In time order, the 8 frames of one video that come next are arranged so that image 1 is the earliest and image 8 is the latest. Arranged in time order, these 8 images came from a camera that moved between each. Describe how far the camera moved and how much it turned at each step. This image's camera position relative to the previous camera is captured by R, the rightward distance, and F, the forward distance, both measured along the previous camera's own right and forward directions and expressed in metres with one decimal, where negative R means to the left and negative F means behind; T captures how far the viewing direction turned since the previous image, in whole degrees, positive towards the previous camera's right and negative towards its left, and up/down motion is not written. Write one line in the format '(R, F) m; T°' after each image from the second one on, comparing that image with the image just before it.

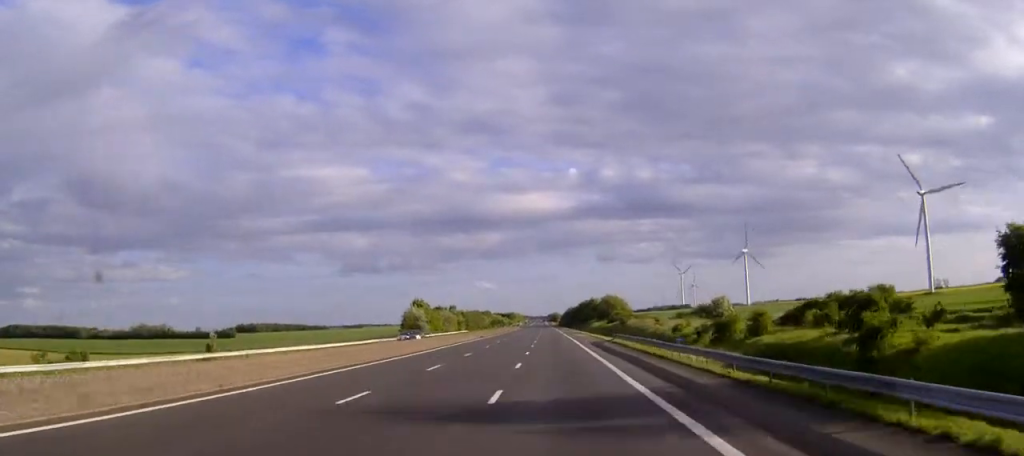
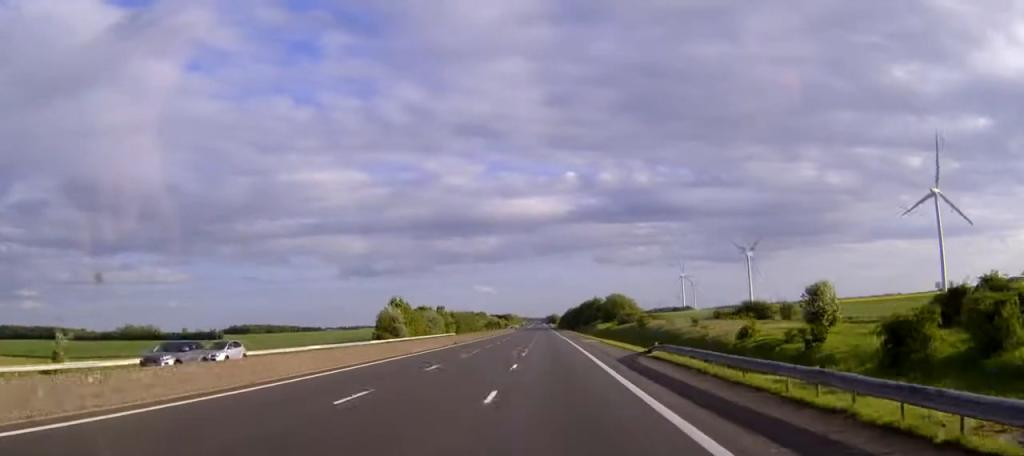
(0.0, +25.8) m; 0°
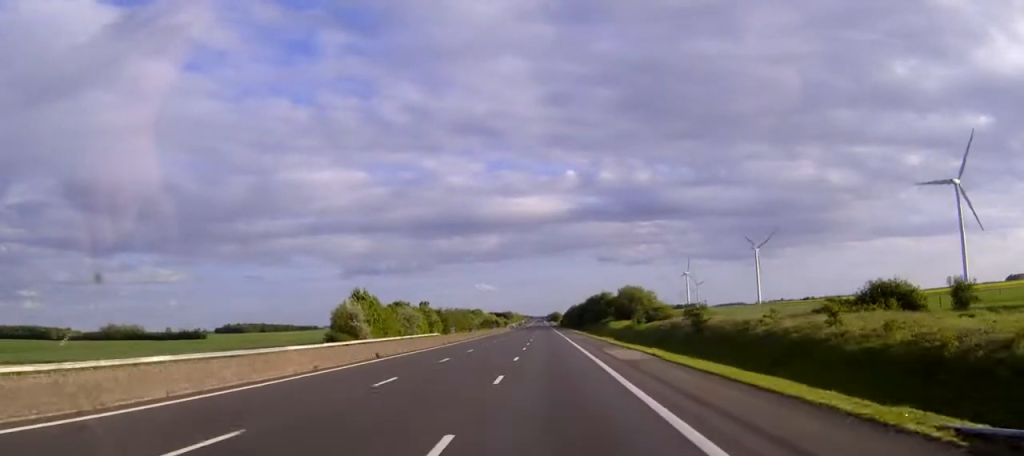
(0.0, +34.4) m; 0°
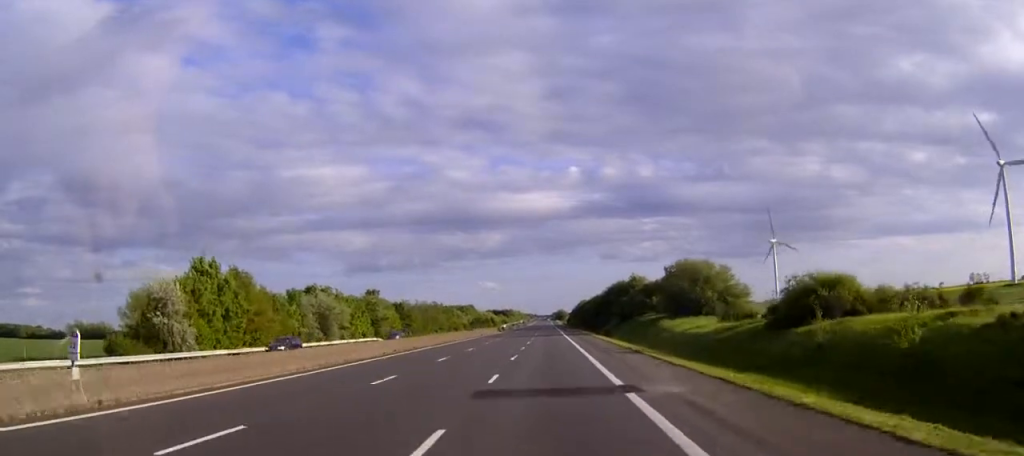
(-0.2, +65.1) m; 0°
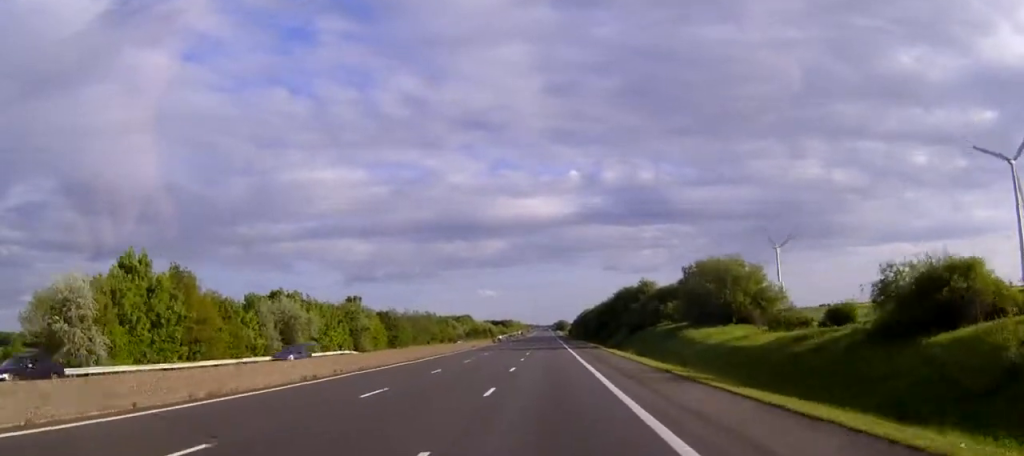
(0.0, +14.4) m; 0°
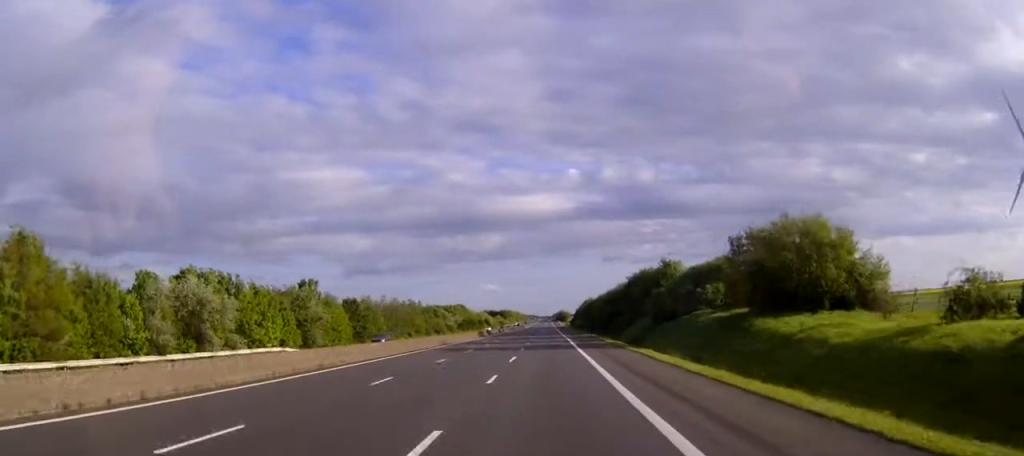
(0.0, +24.9) m; 0°
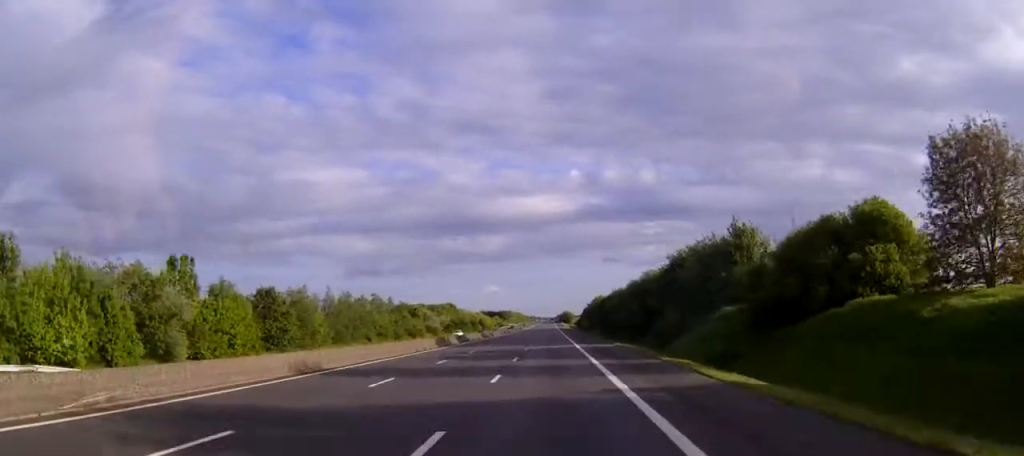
(0.0, +39.3) m; 0°
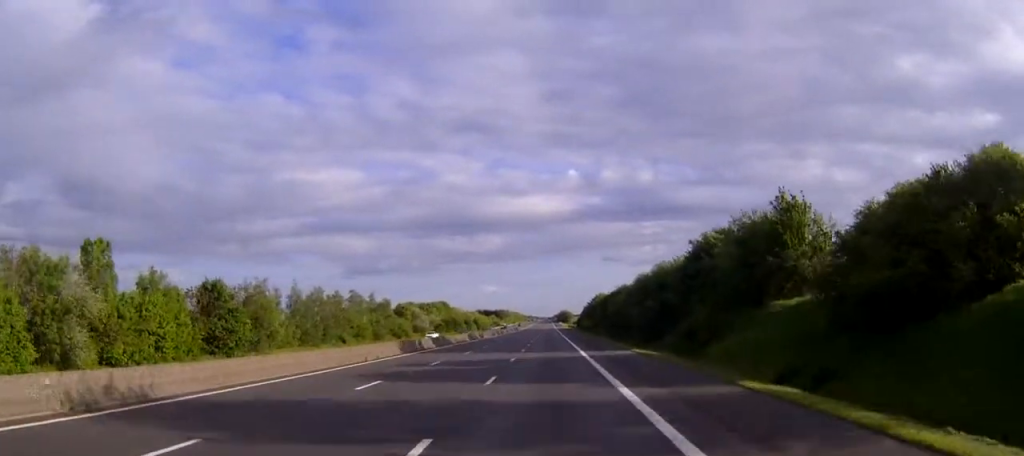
(0.0, +14.4) m; 0°
